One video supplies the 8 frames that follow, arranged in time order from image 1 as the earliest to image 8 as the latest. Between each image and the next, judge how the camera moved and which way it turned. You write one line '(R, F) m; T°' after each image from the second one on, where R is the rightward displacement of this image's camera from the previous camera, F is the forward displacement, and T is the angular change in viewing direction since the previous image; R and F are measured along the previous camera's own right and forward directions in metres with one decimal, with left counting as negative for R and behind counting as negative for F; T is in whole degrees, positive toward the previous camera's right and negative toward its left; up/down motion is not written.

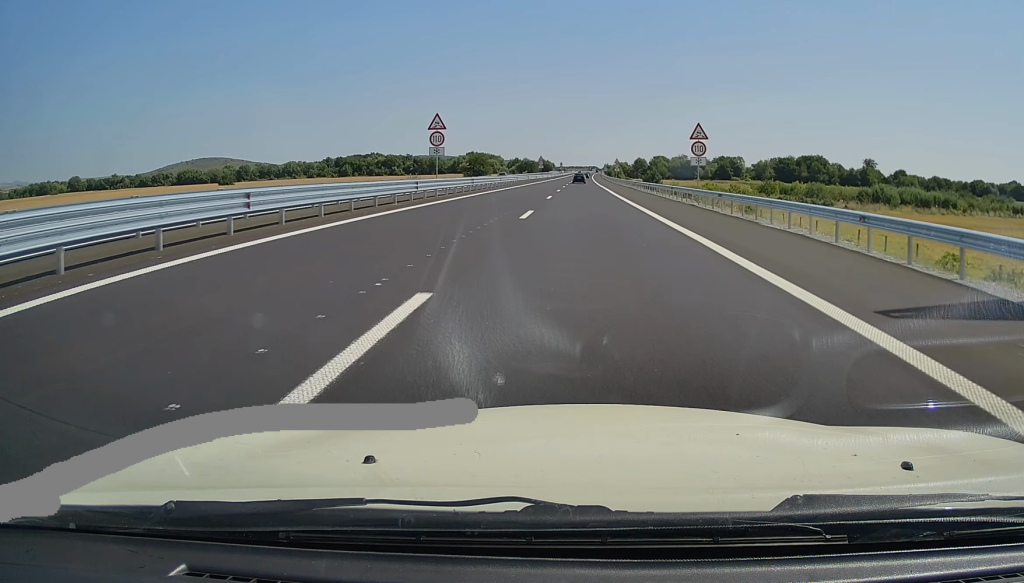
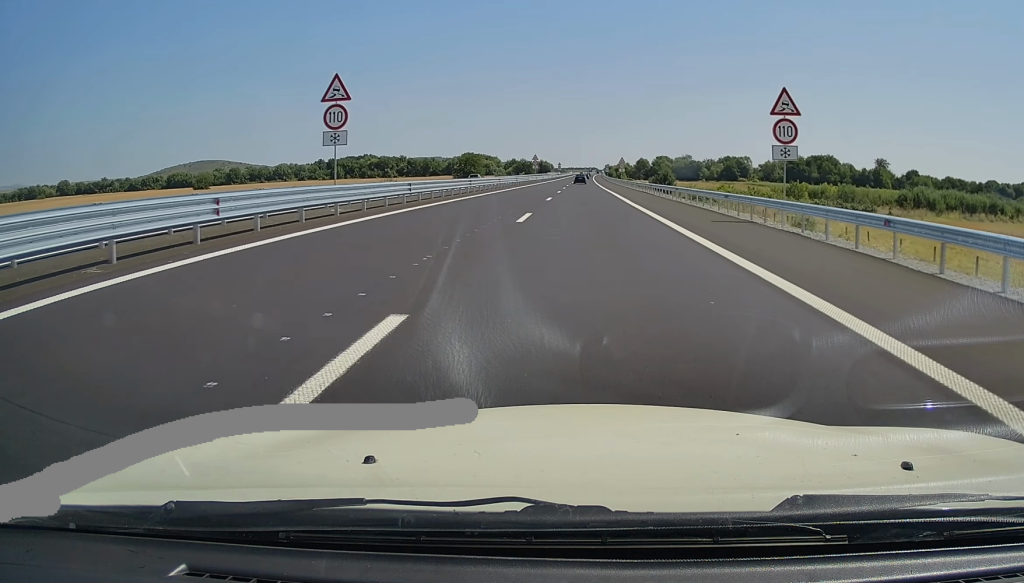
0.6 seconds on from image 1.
(0.0, +17.4) m; 0°
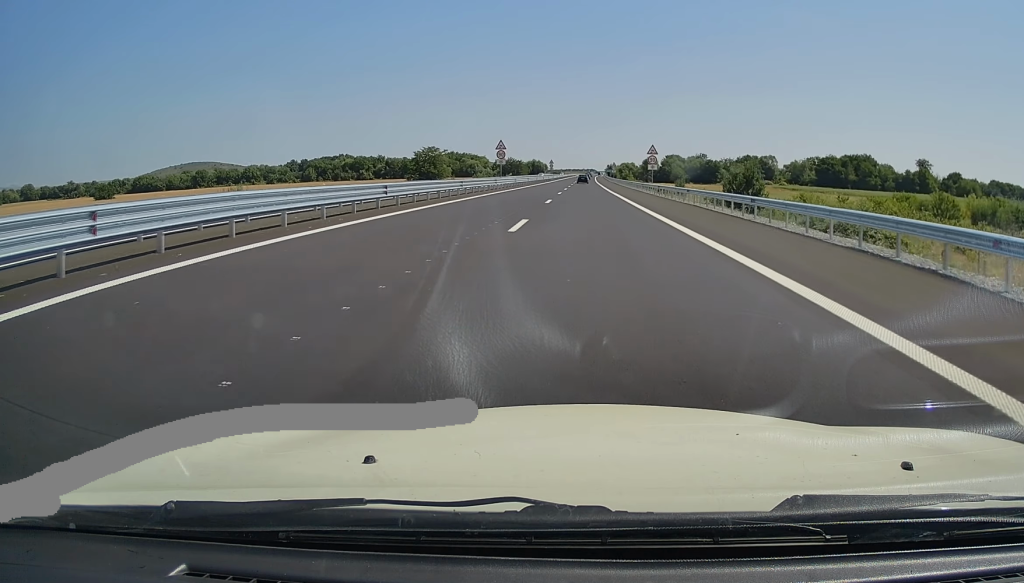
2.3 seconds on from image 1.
(+0.1, +52.0) m; 0°
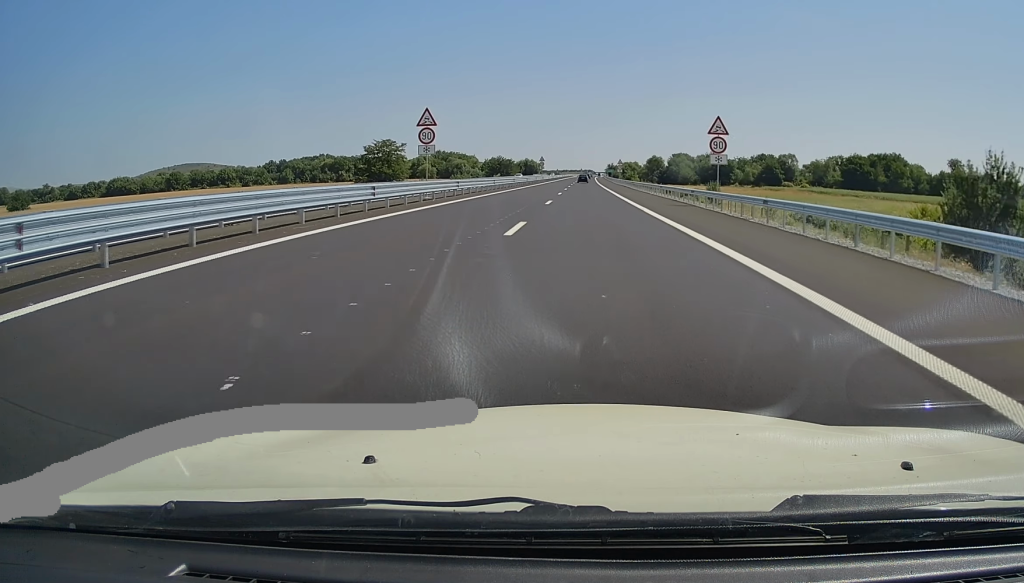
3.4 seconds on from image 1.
(+0.1, +33.6) m; +1°
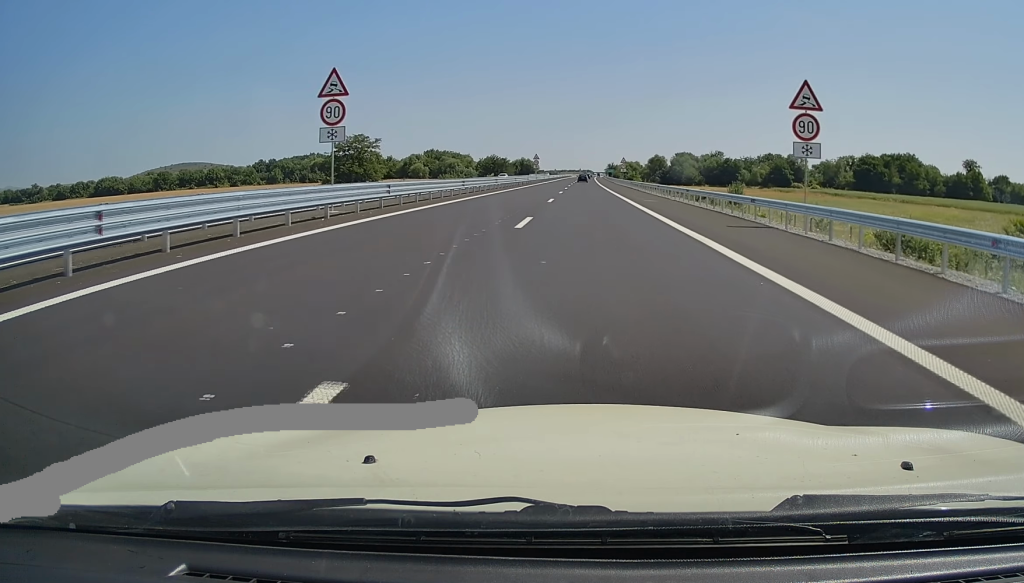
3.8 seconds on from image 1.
(+0.2, +14.3) m; 0°
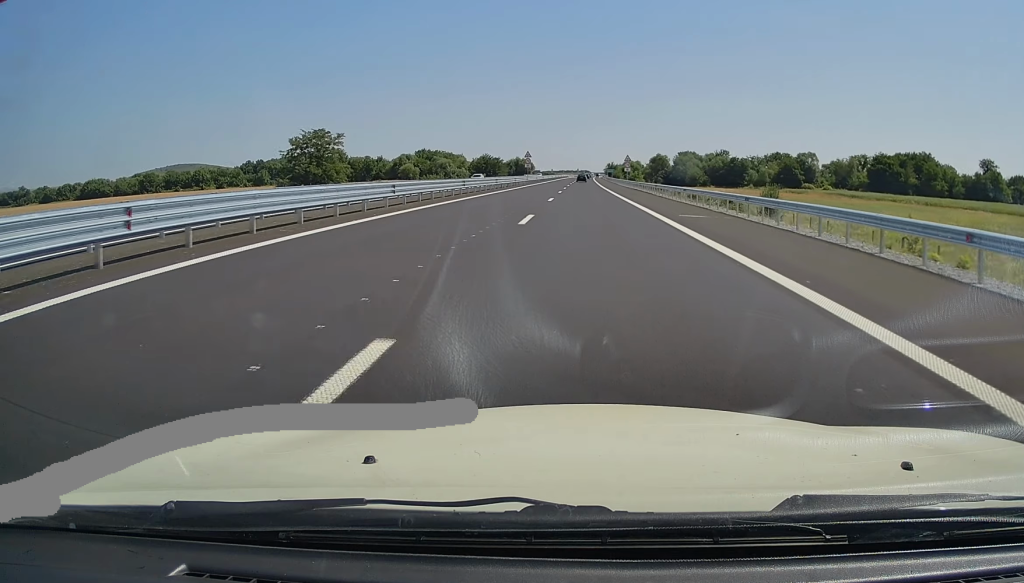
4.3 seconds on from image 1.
(0.0, +15.2) m; 0°
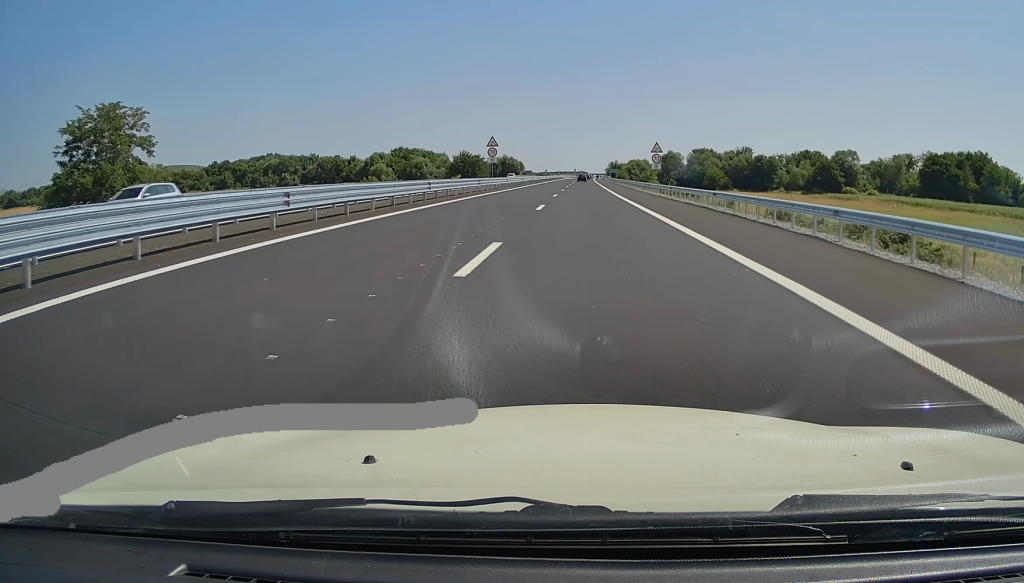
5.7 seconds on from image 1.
(+0.1, +41.6) m; 0°
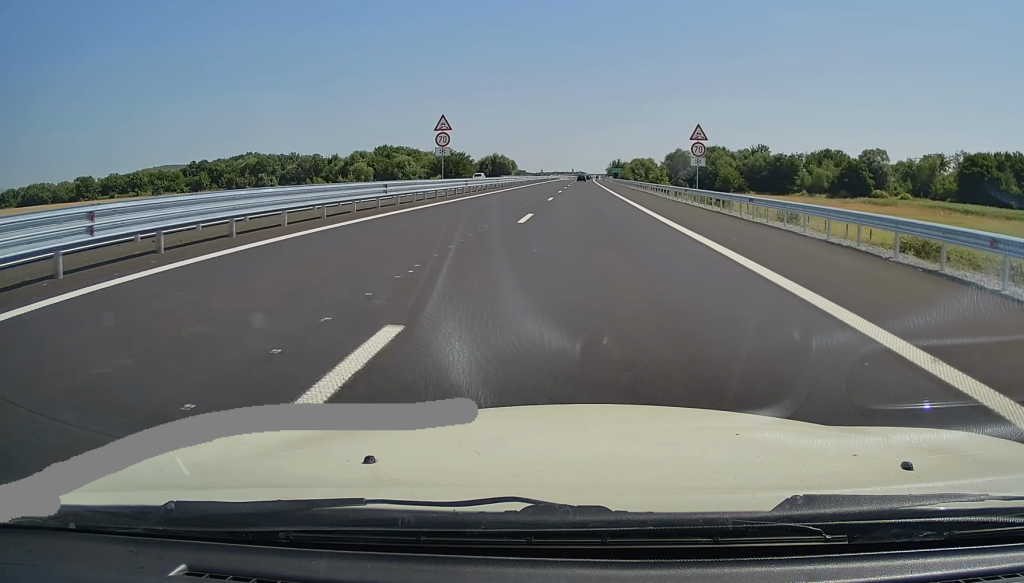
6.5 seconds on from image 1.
(+0.1, +23.3) m; 0°
